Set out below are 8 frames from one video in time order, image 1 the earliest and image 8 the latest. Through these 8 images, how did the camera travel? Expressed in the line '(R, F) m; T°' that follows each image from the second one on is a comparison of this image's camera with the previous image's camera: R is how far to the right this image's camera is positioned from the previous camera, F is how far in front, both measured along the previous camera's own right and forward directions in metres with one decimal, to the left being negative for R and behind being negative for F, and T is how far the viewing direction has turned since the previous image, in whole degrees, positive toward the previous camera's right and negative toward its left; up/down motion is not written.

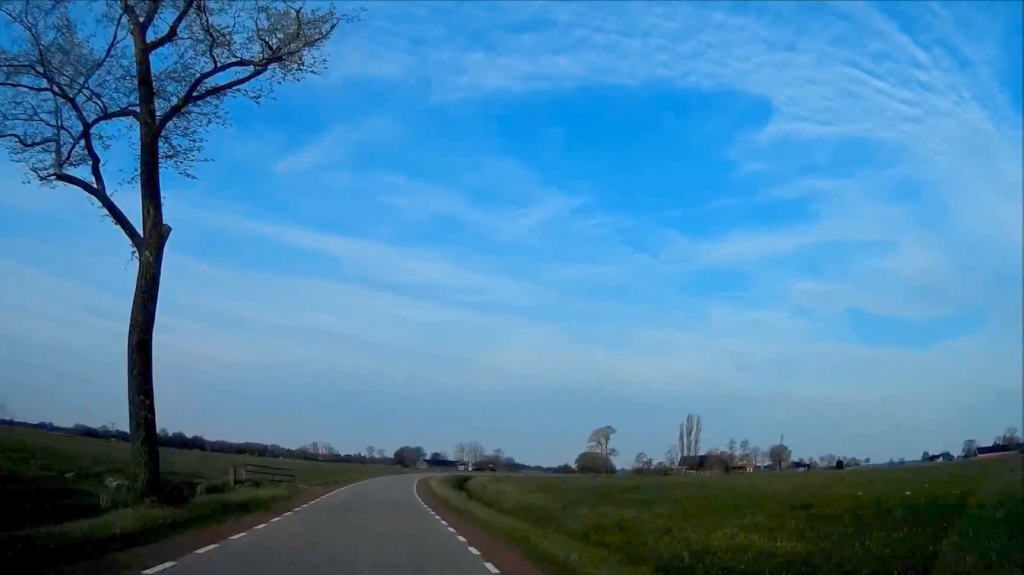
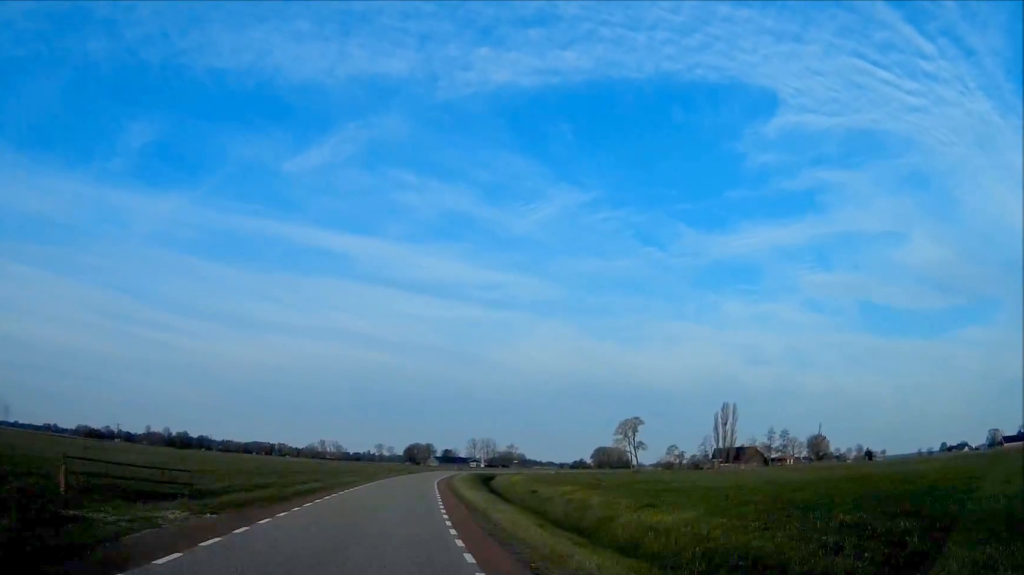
(-0.9, +22.5) m; -1°
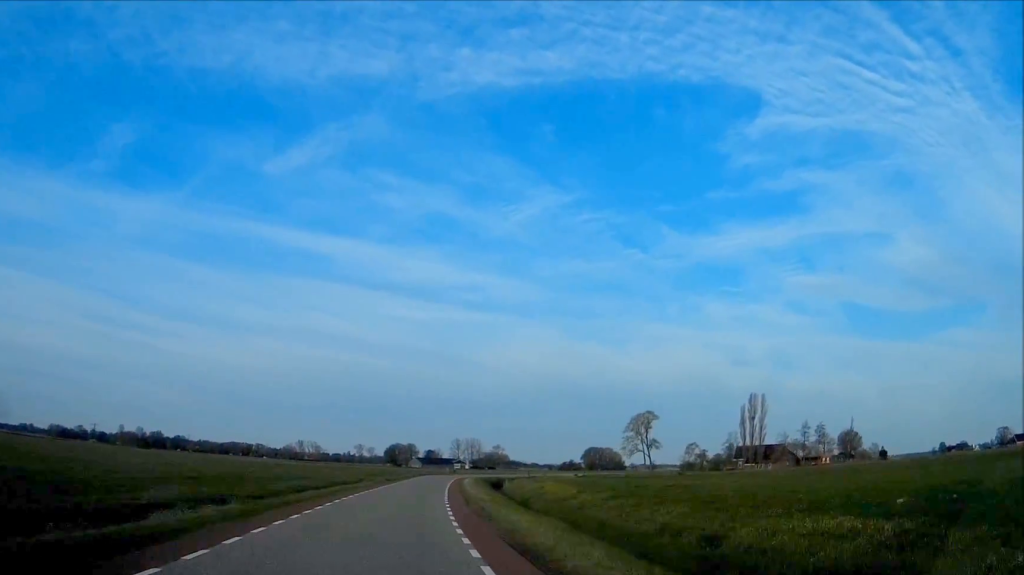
(+0.1, +33.0) m; 0°
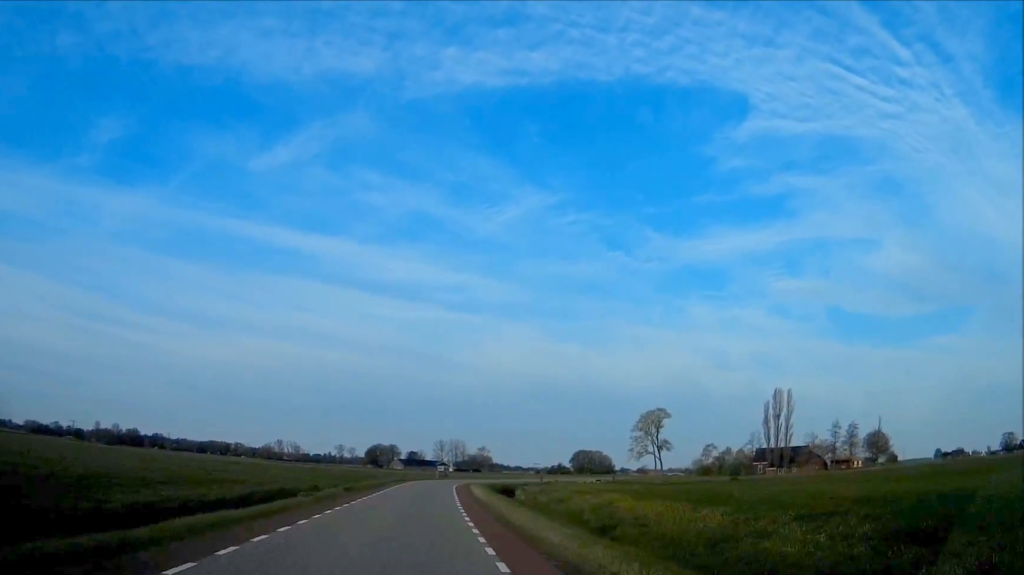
(+0.2, +25.1) m; +2°
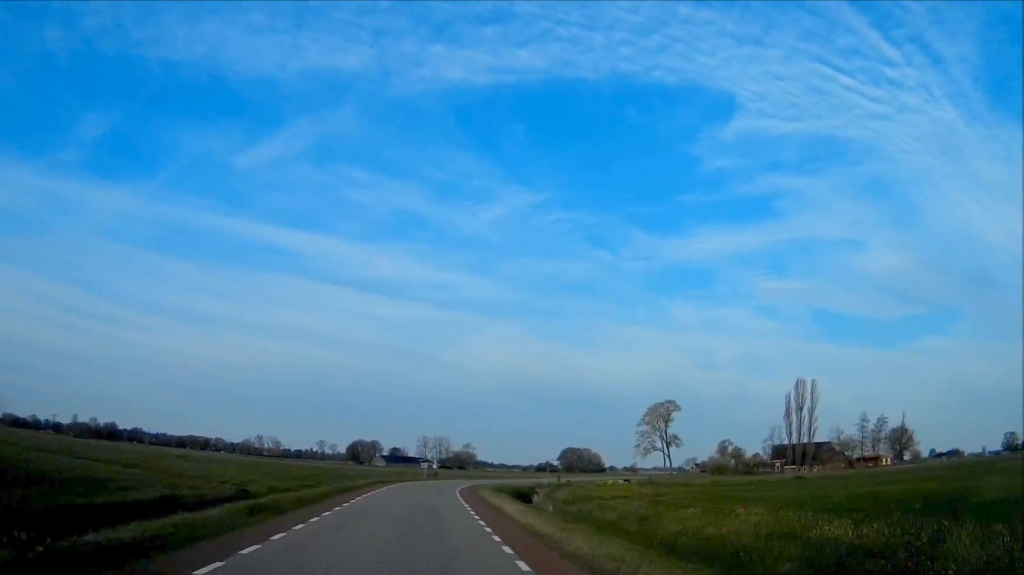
(-0.5, +19.8) m; +3°
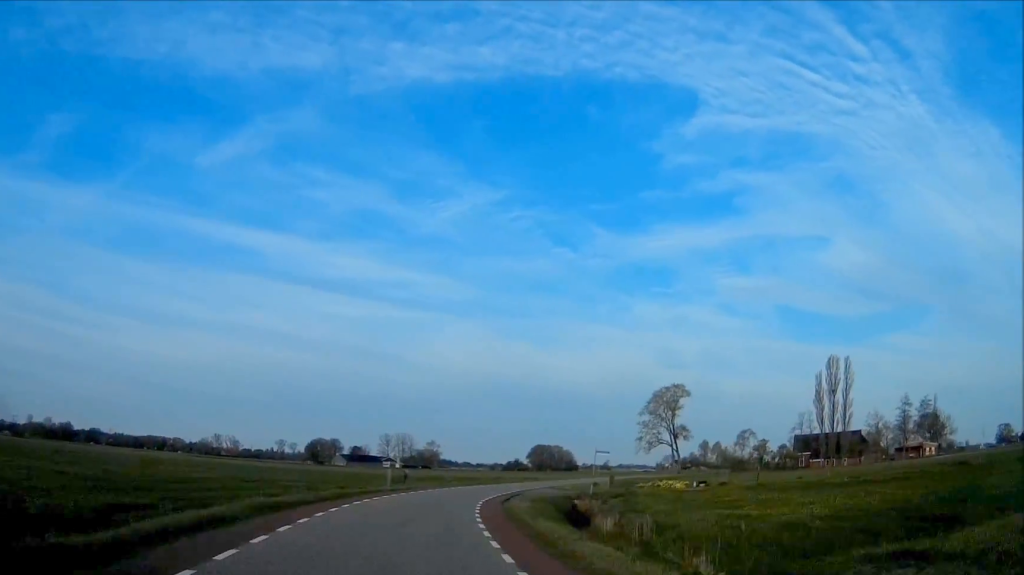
(+1.6, +28.7) m; +5°
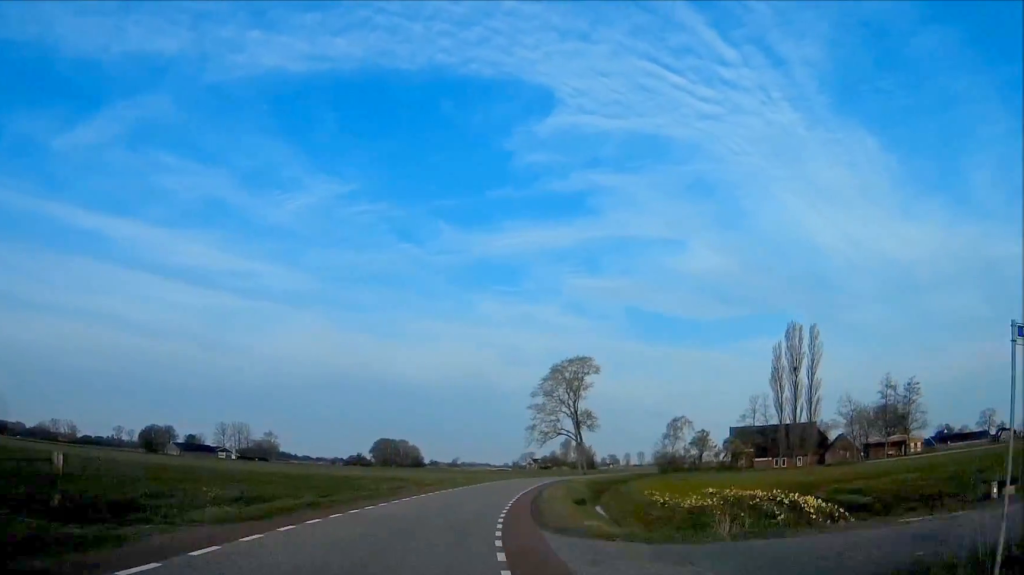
(+2.4, +37.9) m; +7°
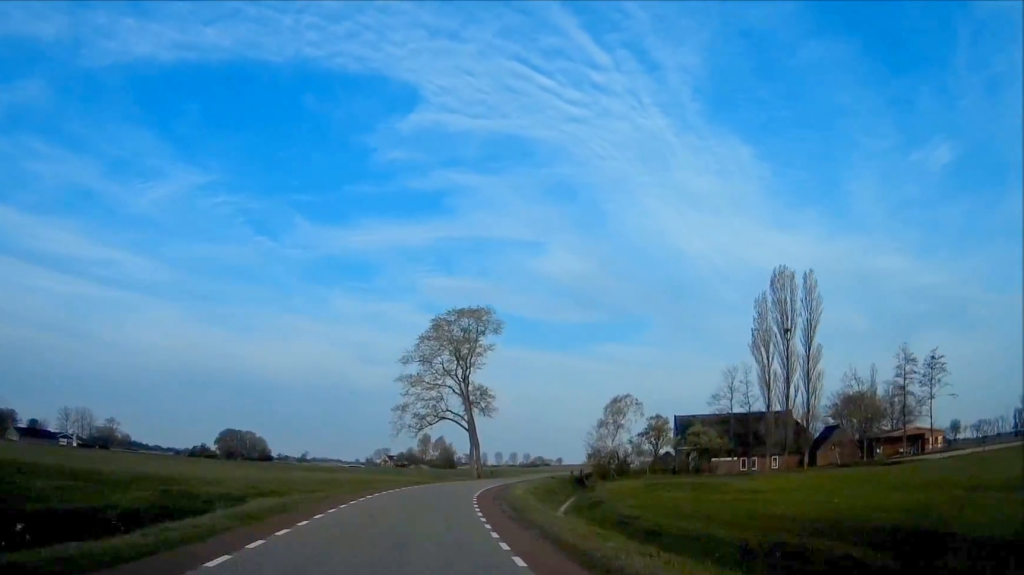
(+1.6, +36.3) m; +9°
